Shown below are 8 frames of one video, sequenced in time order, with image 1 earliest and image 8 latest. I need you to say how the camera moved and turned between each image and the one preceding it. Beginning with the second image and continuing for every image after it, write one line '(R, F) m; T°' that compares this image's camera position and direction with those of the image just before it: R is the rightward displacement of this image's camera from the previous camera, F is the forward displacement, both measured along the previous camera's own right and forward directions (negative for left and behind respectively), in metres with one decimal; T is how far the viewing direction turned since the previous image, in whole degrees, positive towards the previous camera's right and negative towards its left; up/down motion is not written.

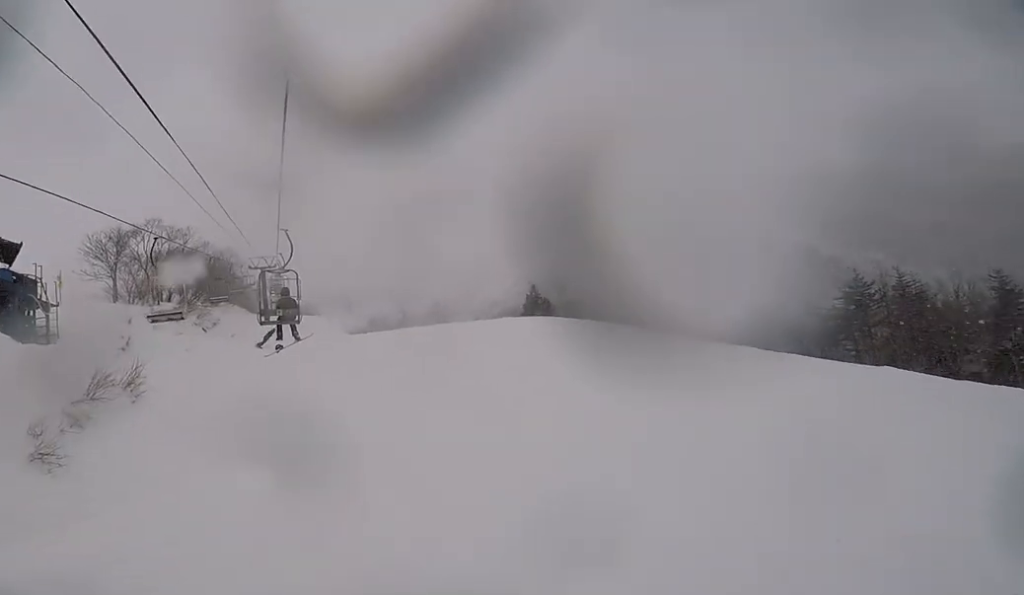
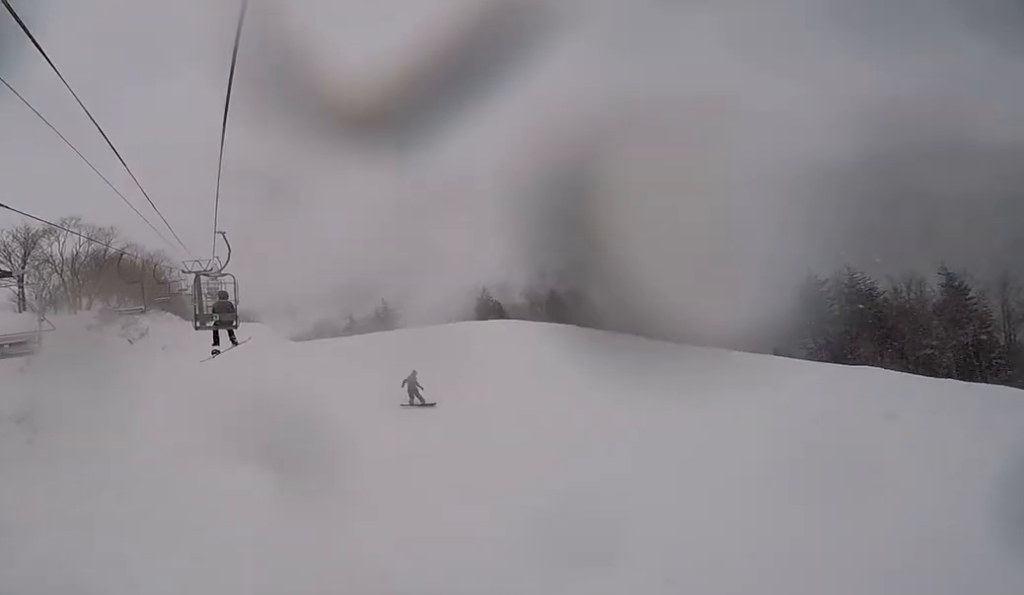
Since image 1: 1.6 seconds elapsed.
(0.0, +3.2) m; 0°
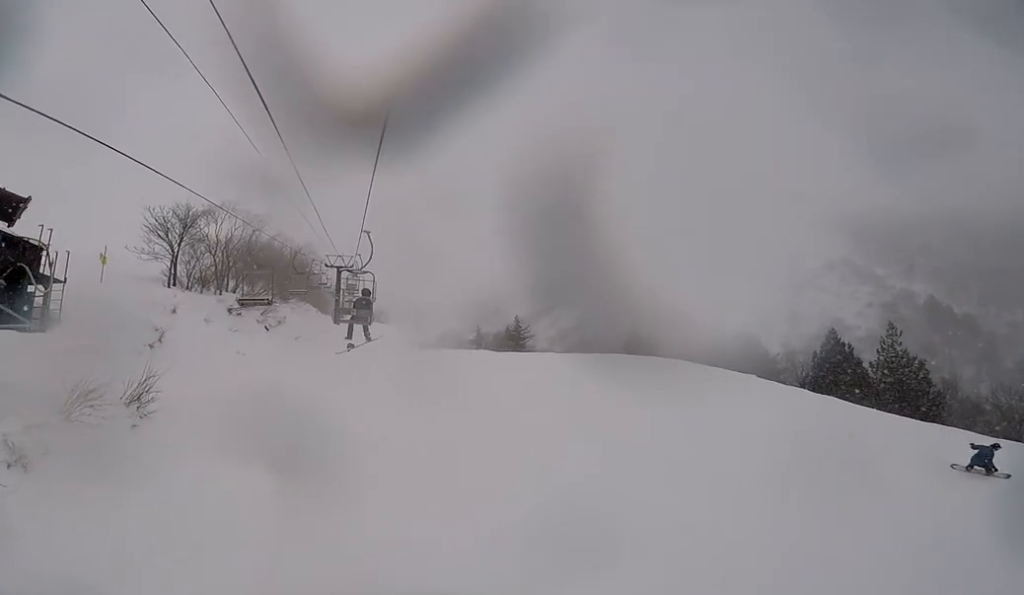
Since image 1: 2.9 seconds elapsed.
(0.0, +2.7) m; 0°
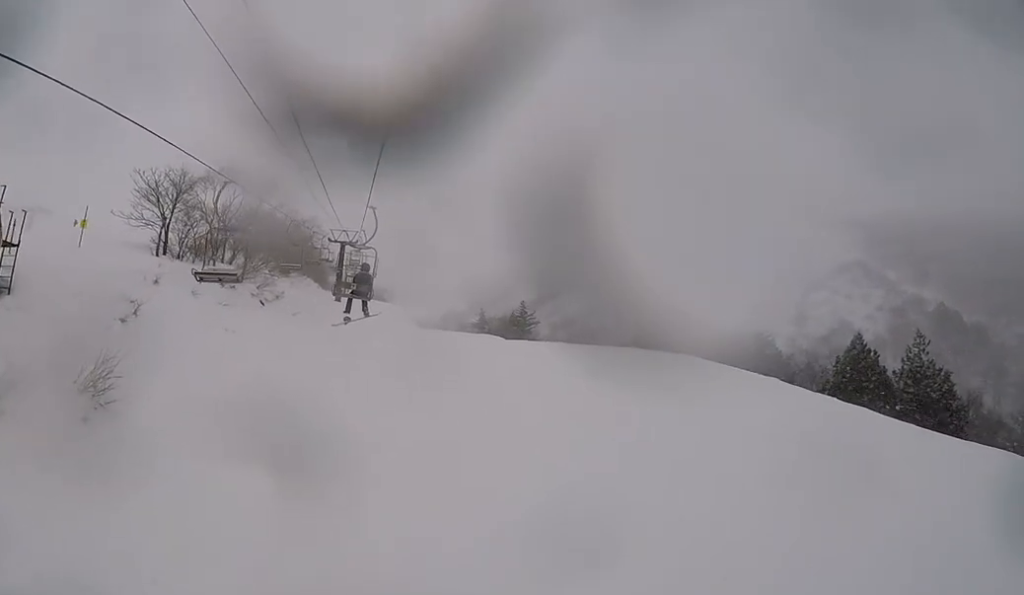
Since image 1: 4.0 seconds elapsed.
(0.0, +2.1) m; 0°
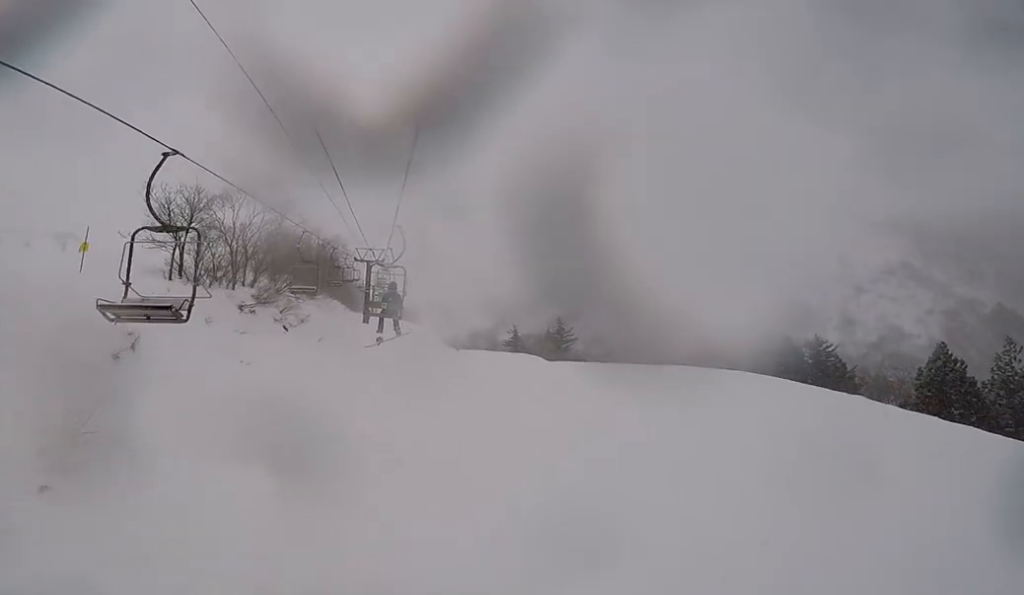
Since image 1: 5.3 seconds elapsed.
(0.0, +2.6) m; 0°
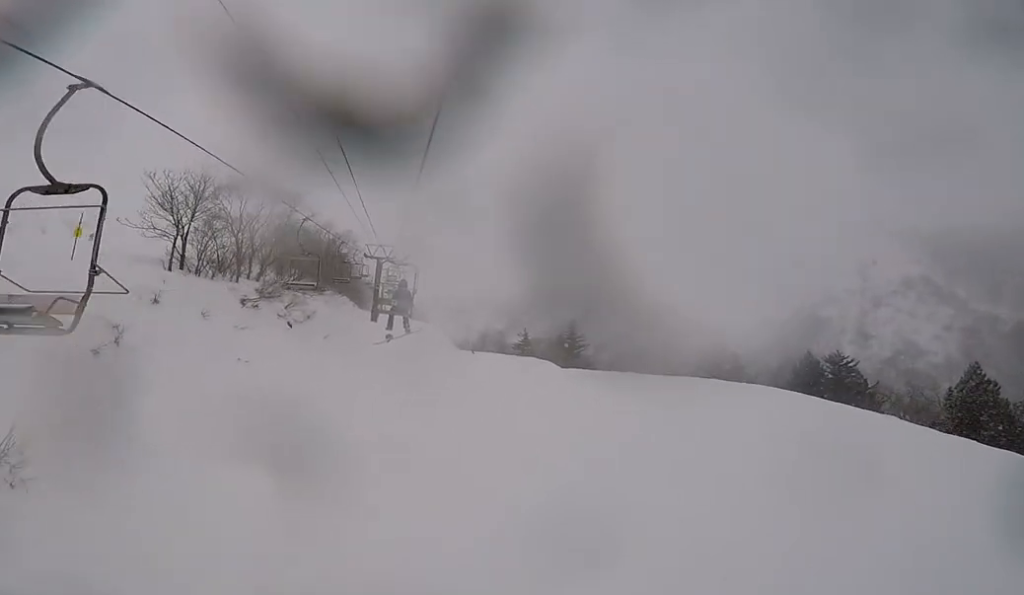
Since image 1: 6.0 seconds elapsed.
(0.0, +1.3) m; 0°
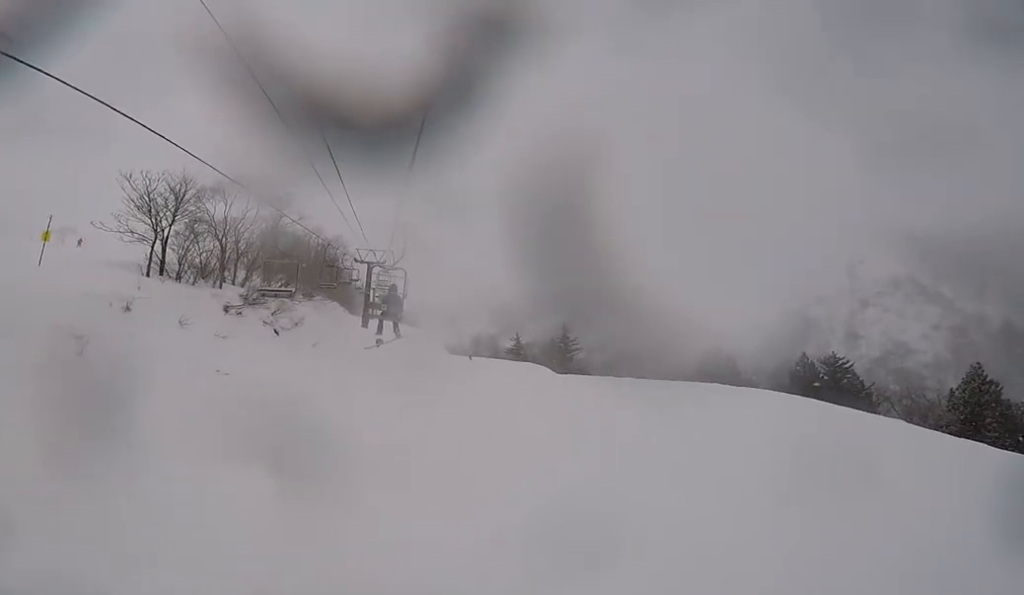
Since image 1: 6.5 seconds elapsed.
(0.0, +1.1) m; 0°
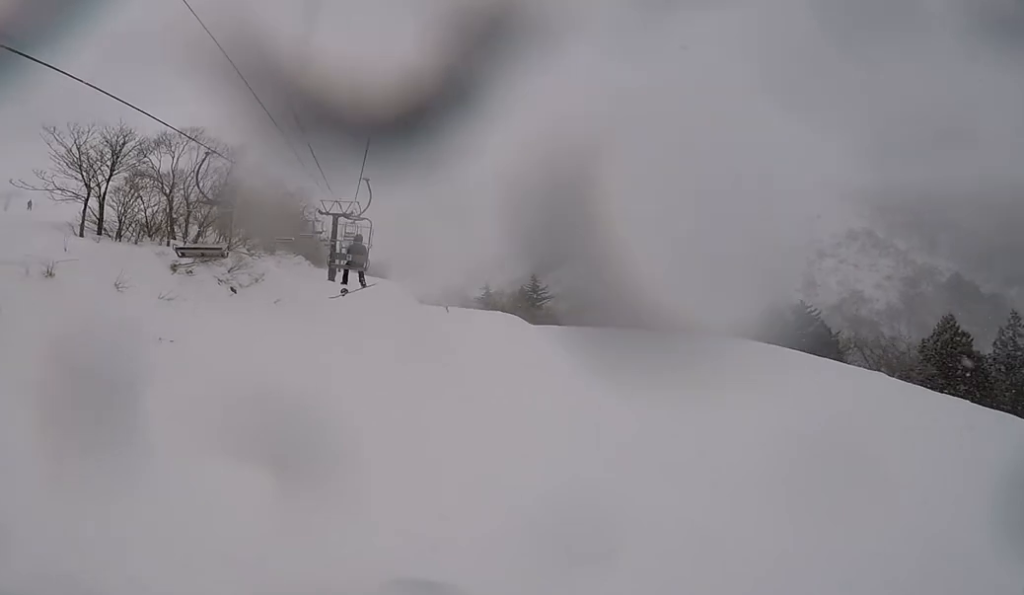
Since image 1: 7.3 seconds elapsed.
(0.0, +1.7) m; 0°
